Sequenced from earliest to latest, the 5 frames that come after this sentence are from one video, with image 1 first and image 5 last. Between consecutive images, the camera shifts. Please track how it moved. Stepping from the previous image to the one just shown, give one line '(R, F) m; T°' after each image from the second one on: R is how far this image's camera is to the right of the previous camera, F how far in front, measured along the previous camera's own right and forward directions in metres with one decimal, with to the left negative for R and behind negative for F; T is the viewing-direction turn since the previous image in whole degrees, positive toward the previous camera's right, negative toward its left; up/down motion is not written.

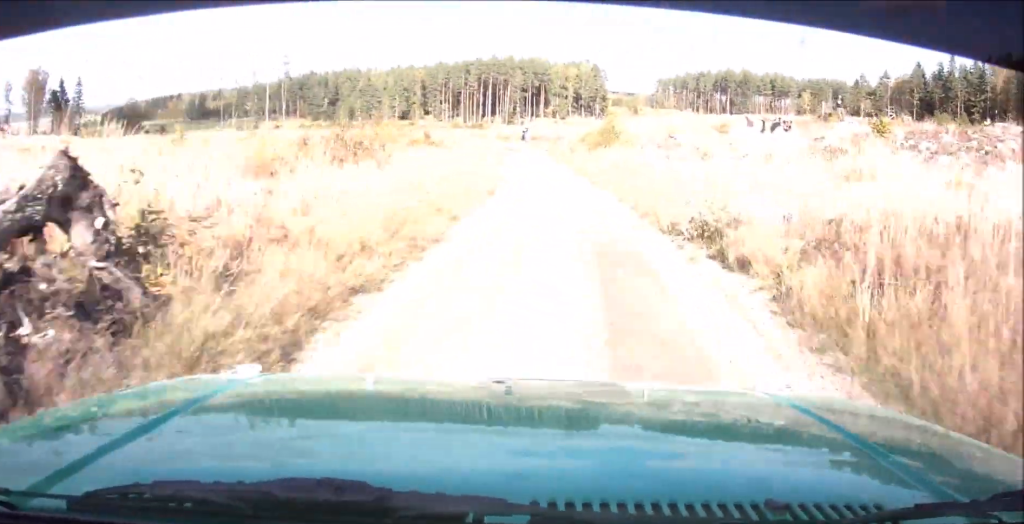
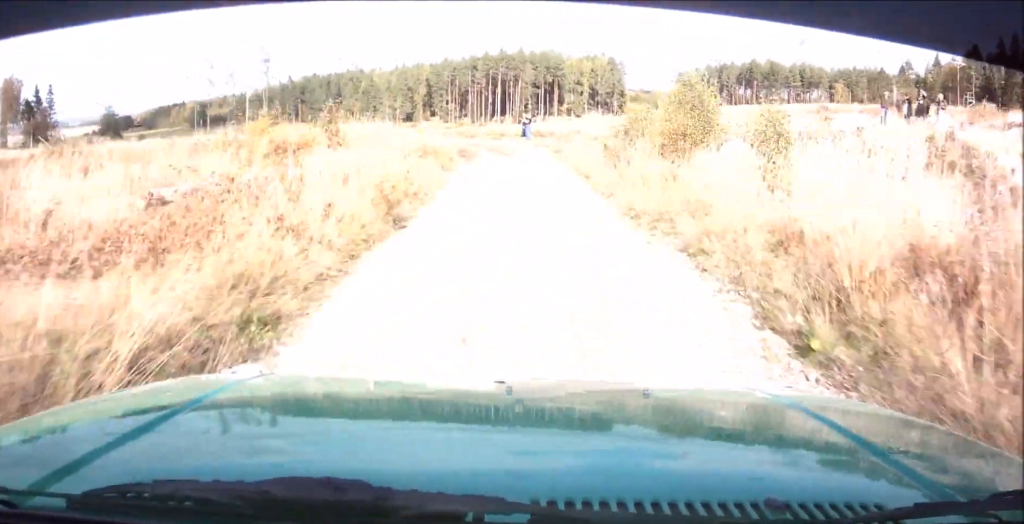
(-1.6, +24.1) m; -11°
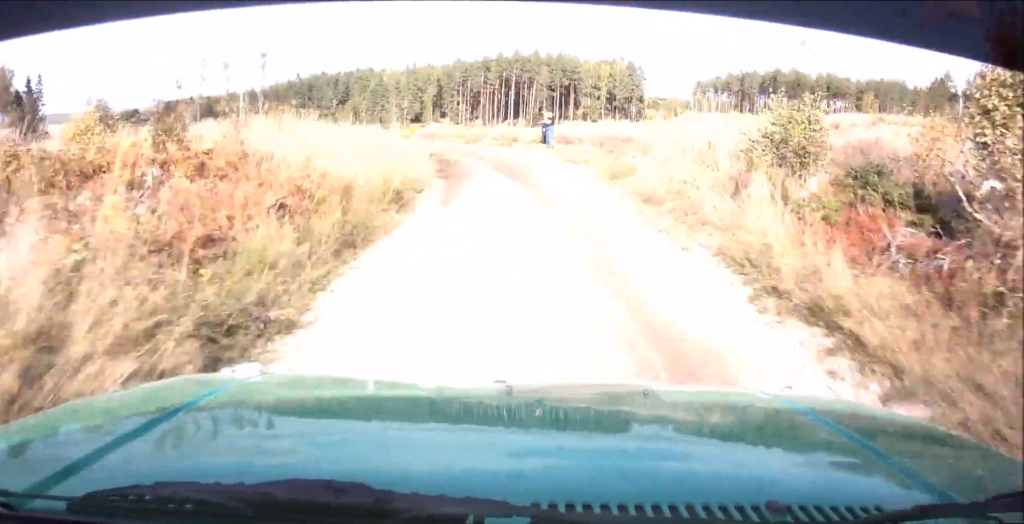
(-1.4, +13.0) m; -4°
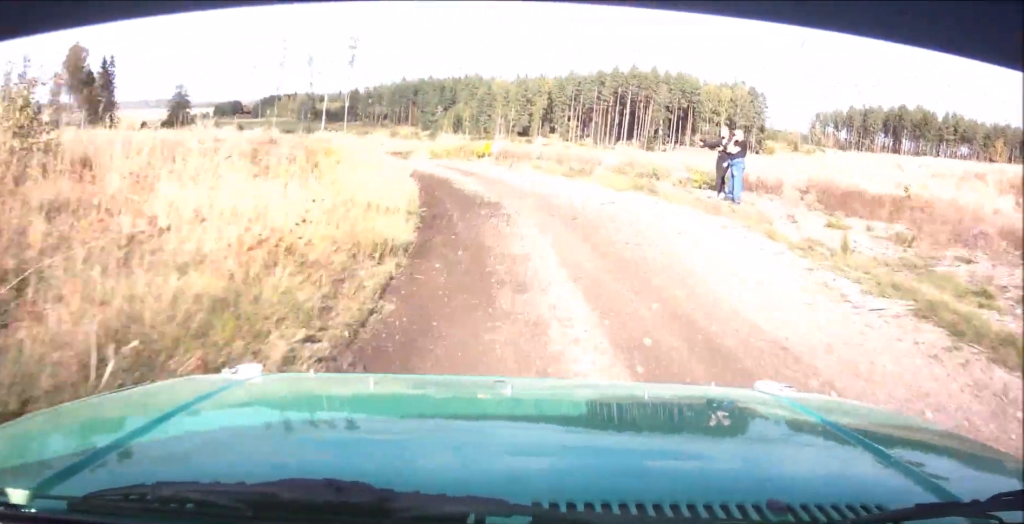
(-0.8, +18.6) m; -2°
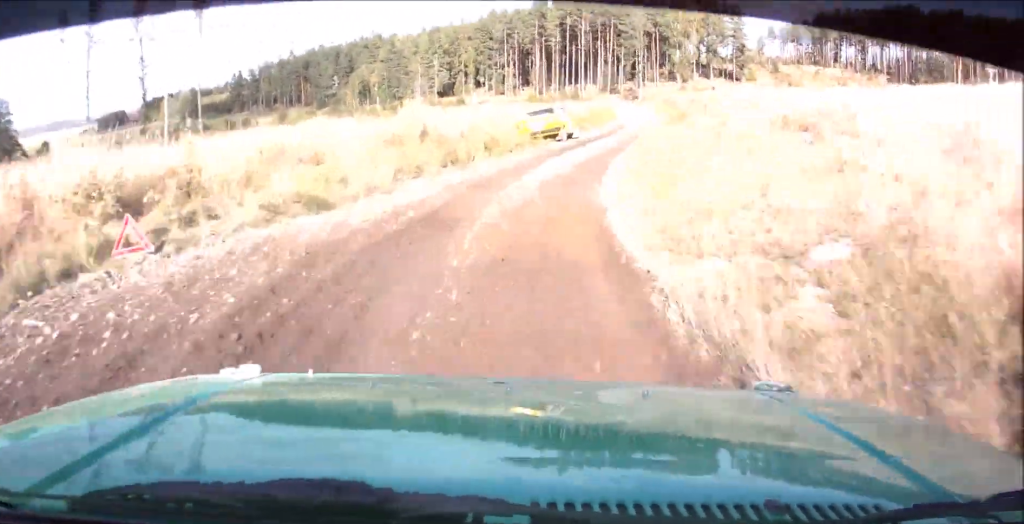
(+3.2, +59.2) m; +13°
